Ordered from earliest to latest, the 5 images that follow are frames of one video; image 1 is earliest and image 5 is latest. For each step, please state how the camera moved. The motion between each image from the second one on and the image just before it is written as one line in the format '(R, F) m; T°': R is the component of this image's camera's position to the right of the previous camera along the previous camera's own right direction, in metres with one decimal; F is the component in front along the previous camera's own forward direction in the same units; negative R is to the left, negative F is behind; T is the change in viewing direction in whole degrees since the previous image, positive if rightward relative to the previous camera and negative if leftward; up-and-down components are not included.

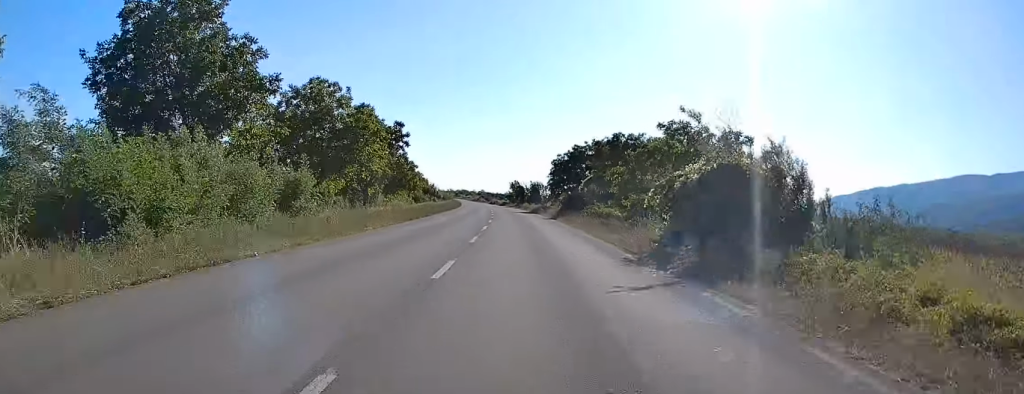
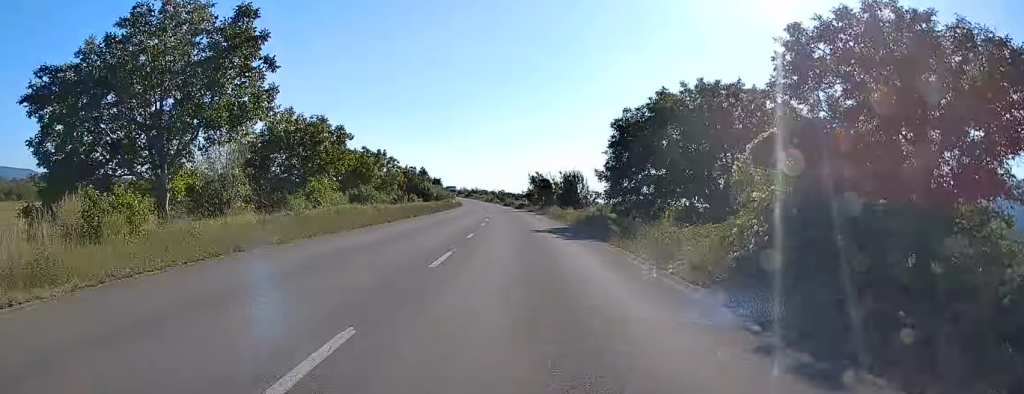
(-0.6, +43.4) m; -2°
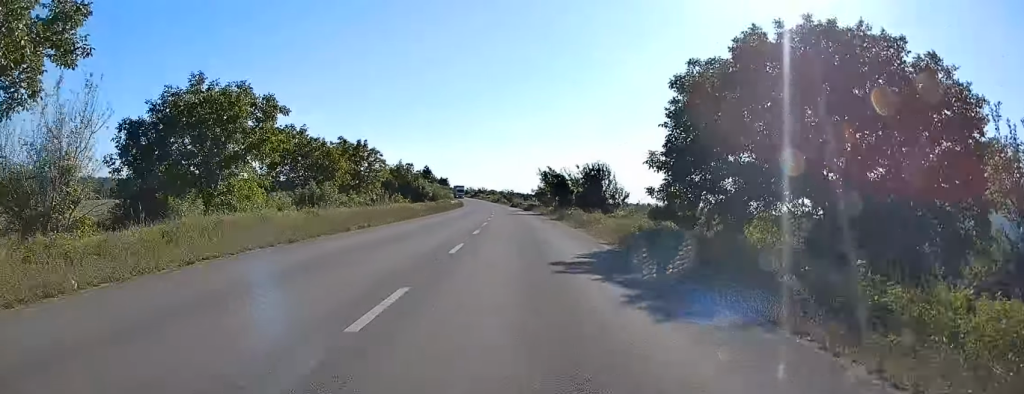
(-0.3, +15.0) m; -1°
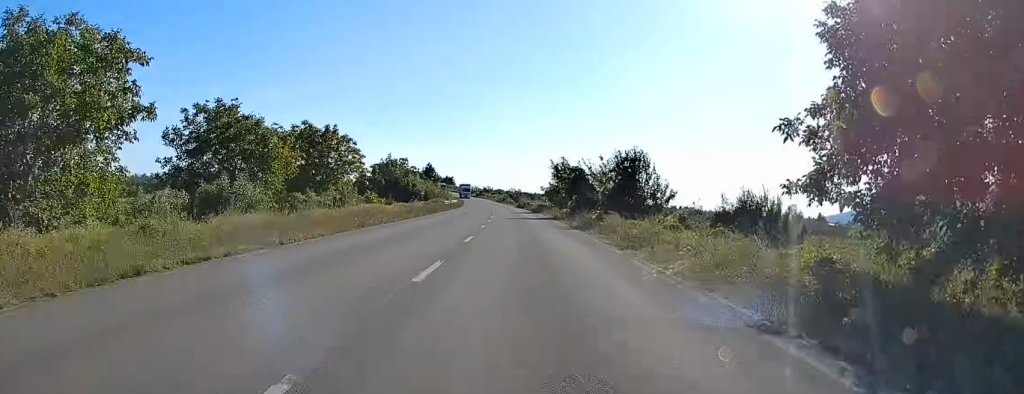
(0.0, +14.1) m; -1°
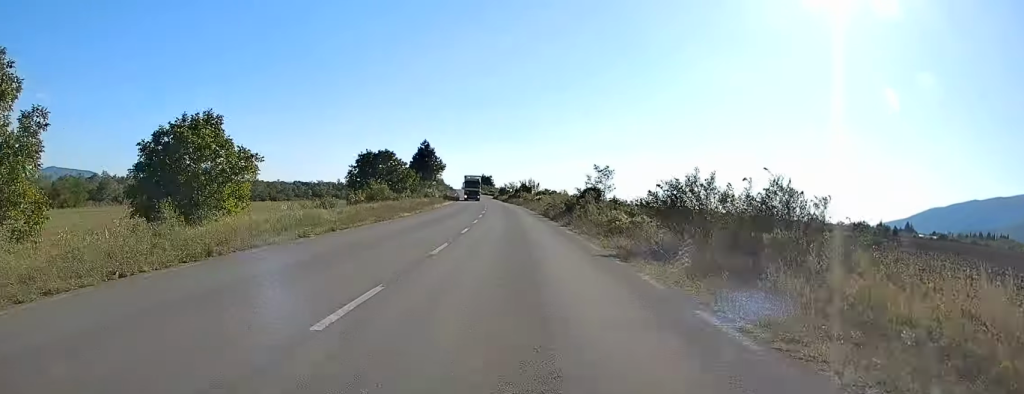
(-4.6, +120.6) m; -4°
